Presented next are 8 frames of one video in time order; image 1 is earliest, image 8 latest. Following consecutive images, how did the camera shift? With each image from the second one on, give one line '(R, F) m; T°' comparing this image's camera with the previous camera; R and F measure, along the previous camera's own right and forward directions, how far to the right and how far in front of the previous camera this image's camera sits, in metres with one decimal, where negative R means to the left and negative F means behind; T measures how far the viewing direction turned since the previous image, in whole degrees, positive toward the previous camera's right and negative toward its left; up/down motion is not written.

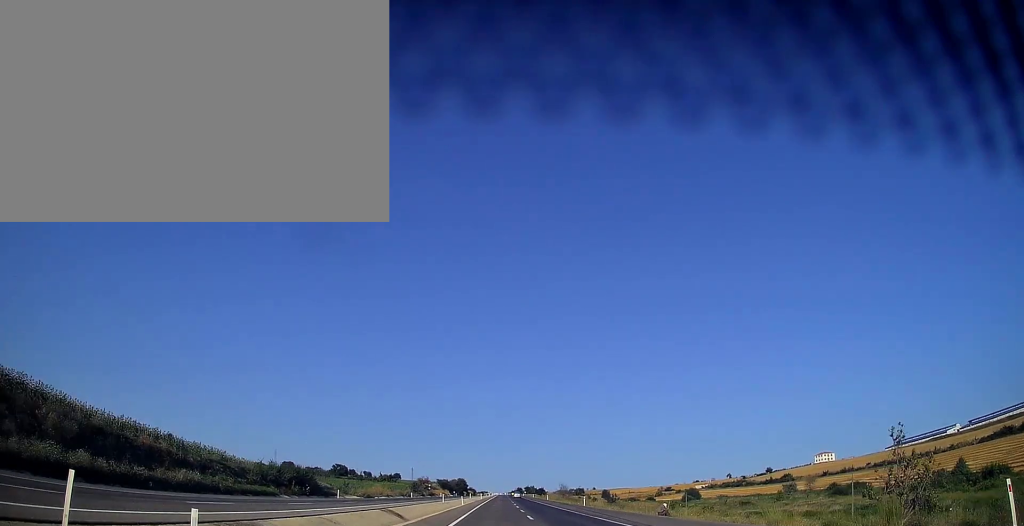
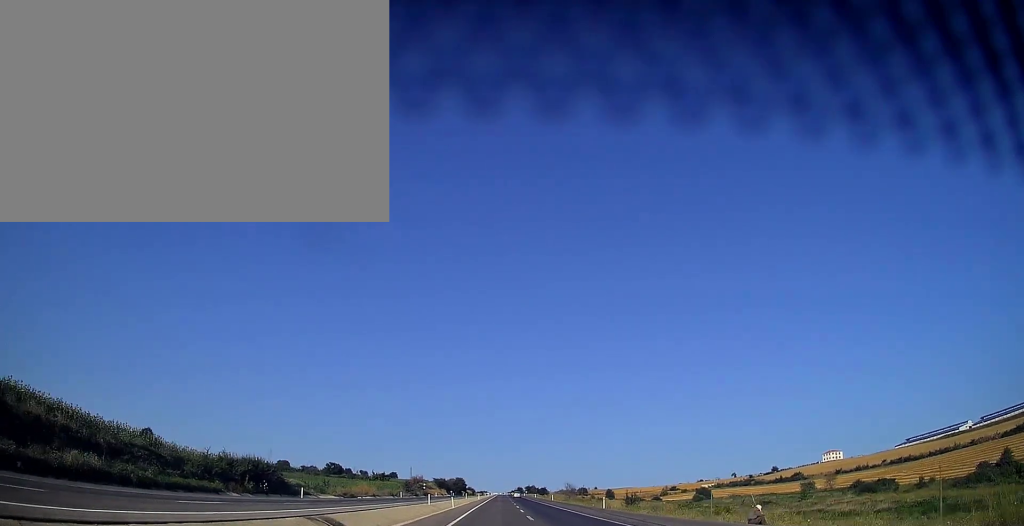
(+0.1, +12.7) m; 0°
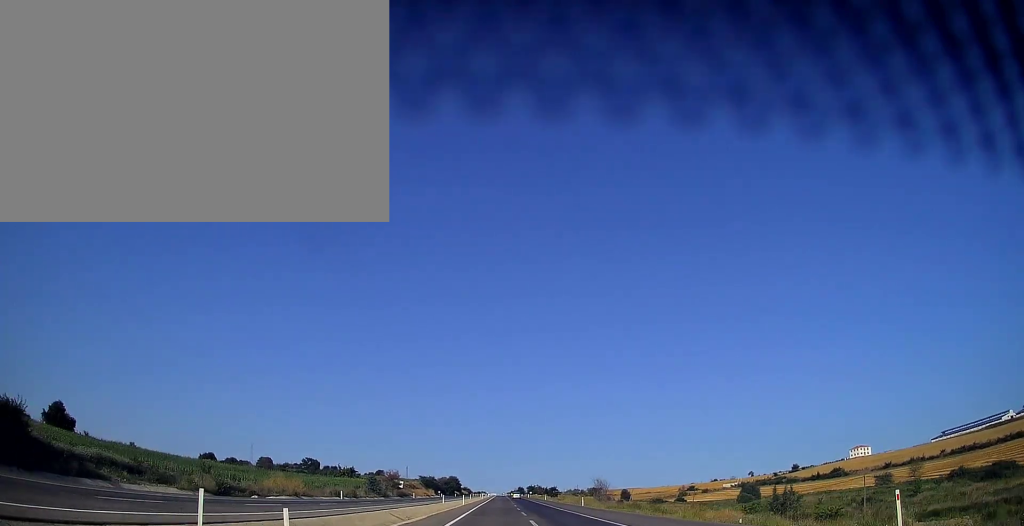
(+0.2, +40.0) m; 0°
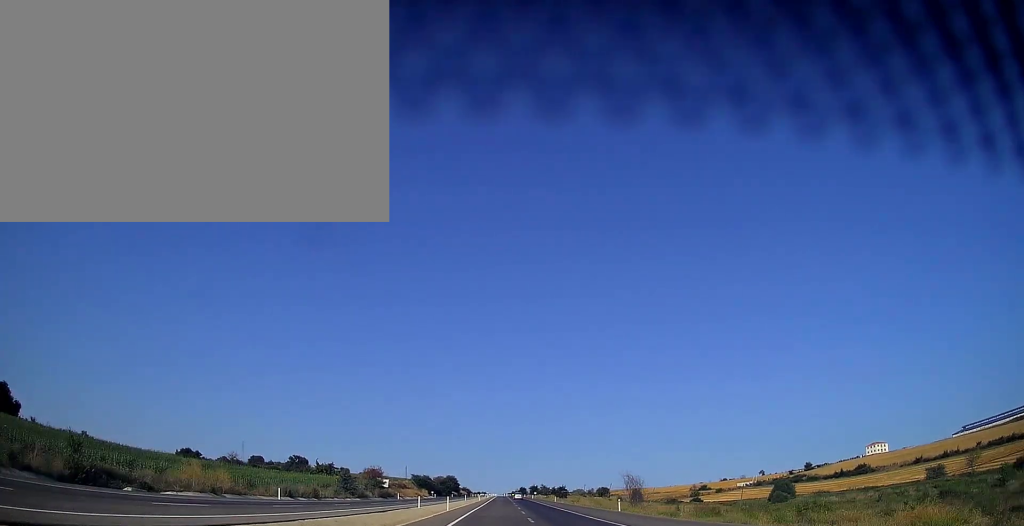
(-0.1, +21.5) m; 0°
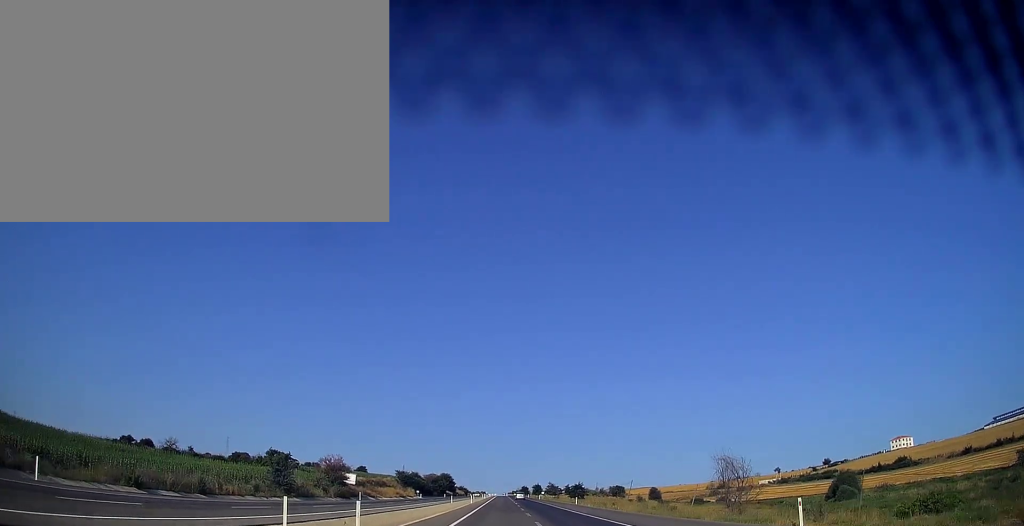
(+0.1, +29.3) m; 0°
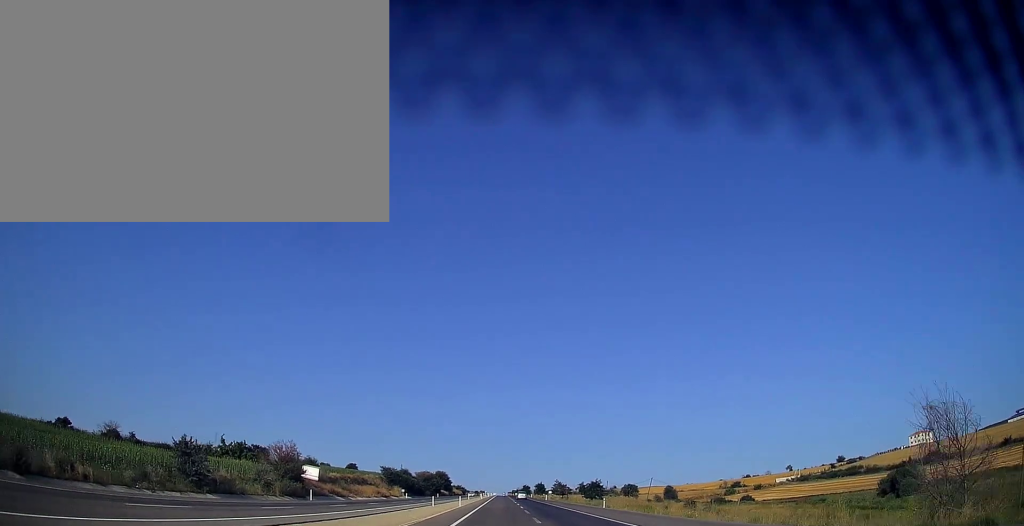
(+0.1, +19.5) m; 0°
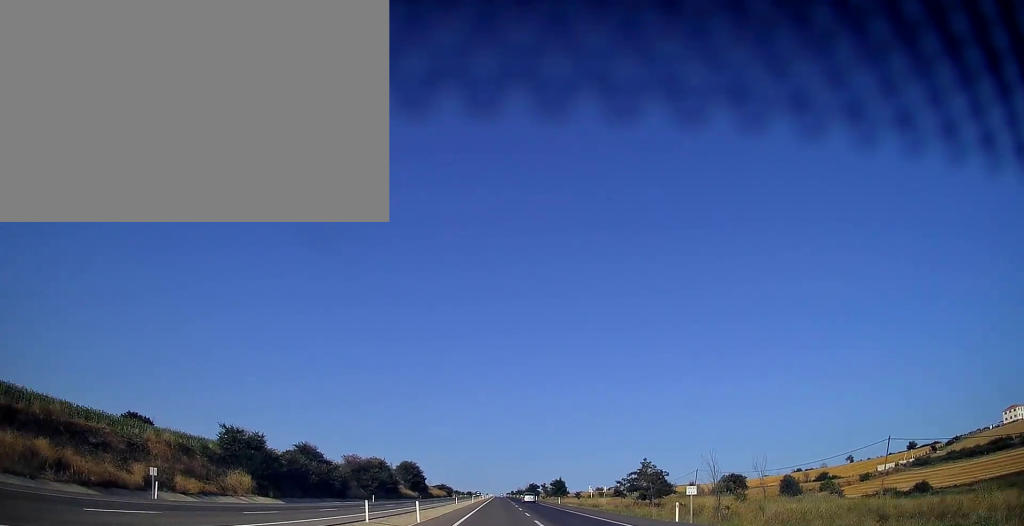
(-0.3, +87.0) m; 0°
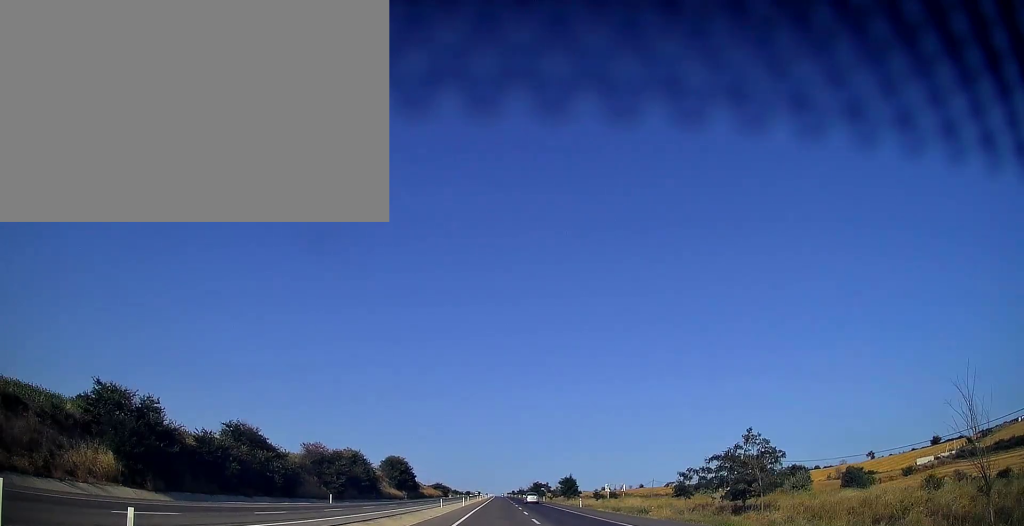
(0.0, +21.5) m; 0°
